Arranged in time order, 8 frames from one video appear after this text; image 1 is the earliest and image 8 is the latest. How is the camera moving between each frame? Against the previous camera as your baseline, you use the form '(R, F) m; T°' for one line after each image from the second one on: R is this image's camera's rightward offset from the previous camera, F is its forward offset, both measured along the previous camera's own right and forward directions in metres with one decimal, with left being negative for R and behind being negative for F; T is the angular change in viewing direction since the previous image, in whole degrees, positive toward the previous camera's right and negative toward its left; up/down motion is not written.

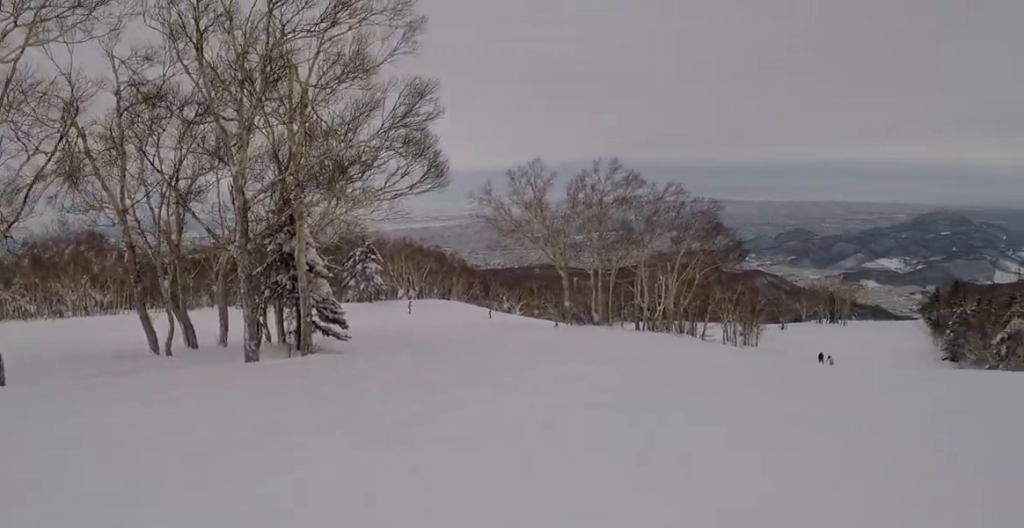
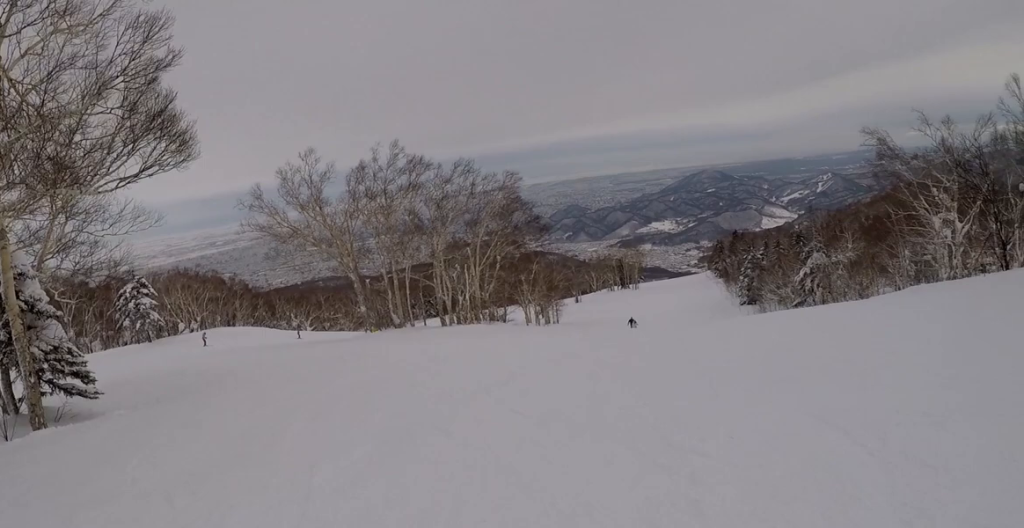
(+0.6, +4.0) m; +21°
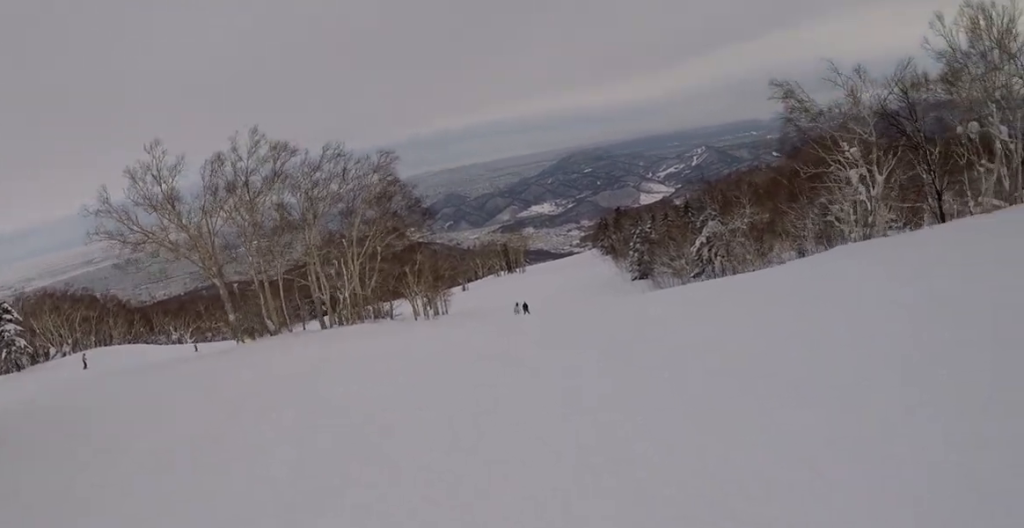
(+0.8, +3.6) m; +12°
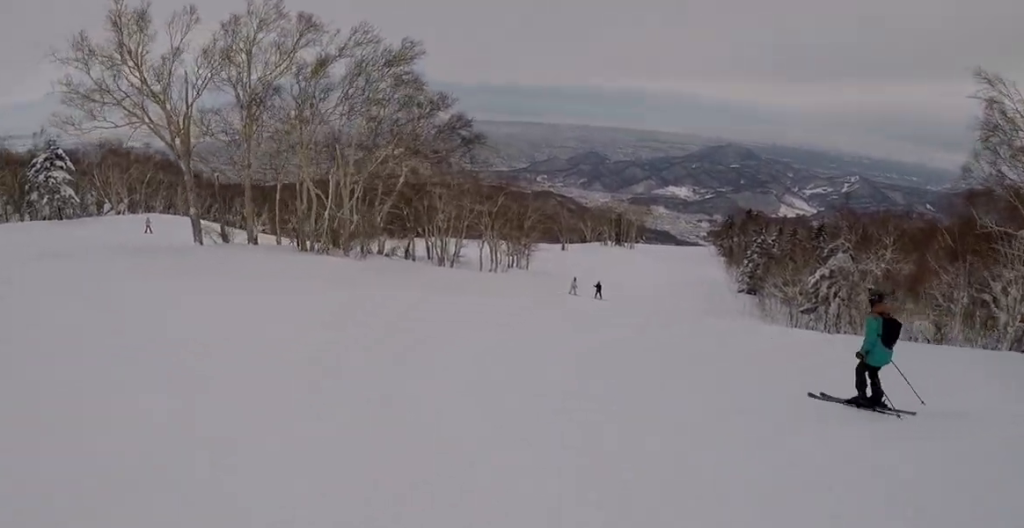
(+1.1, +10.5) m; -4°
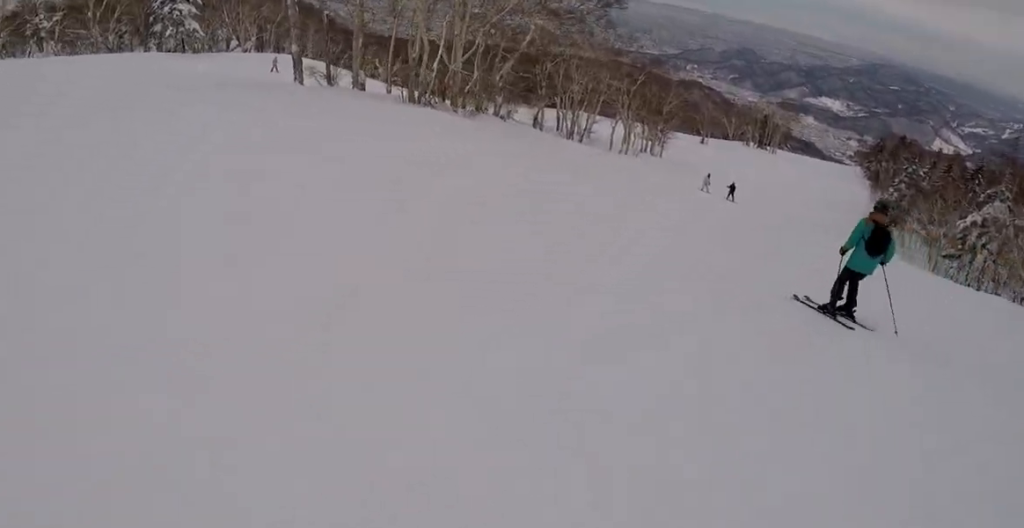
(+0.1, +2.4) m; -7°
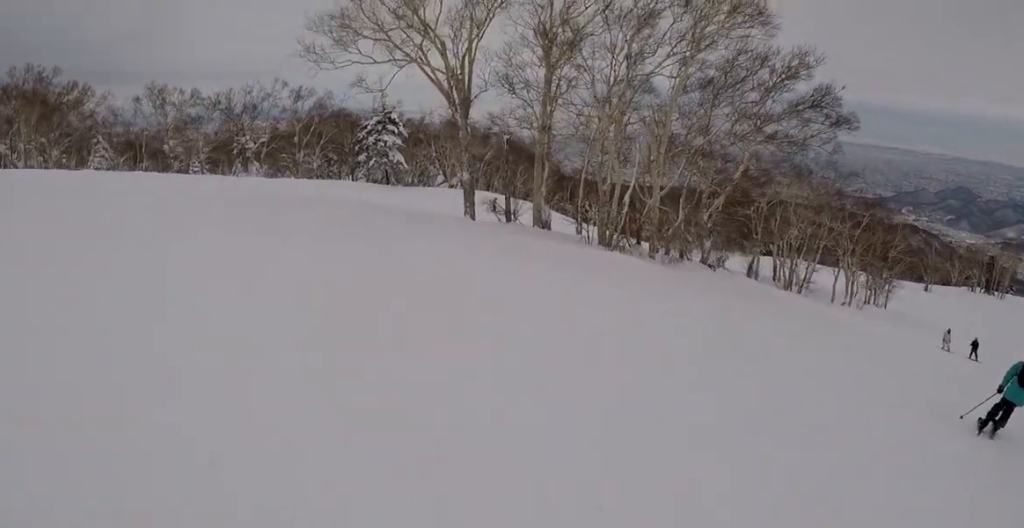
(-1.1, +4.8) m; -15°
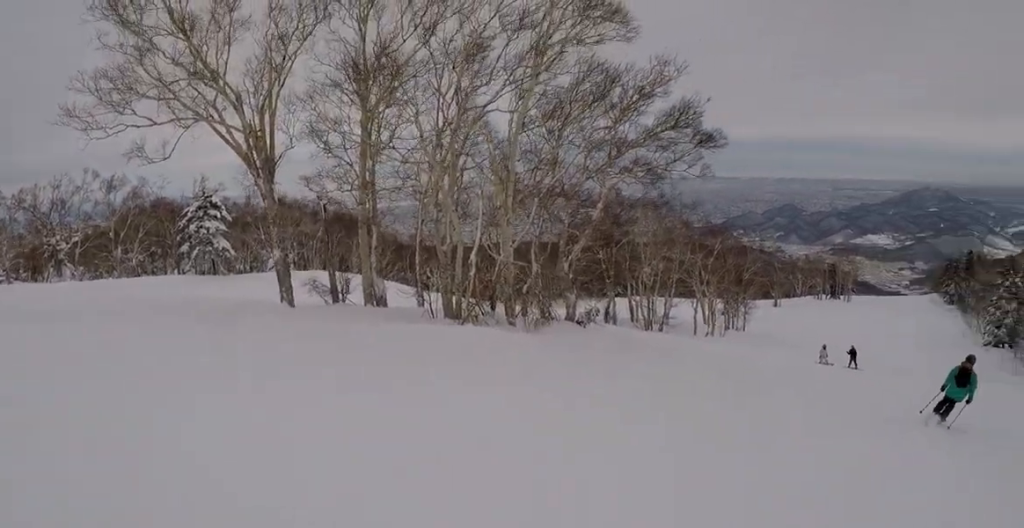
(-0.1, +3.8) m; +6°
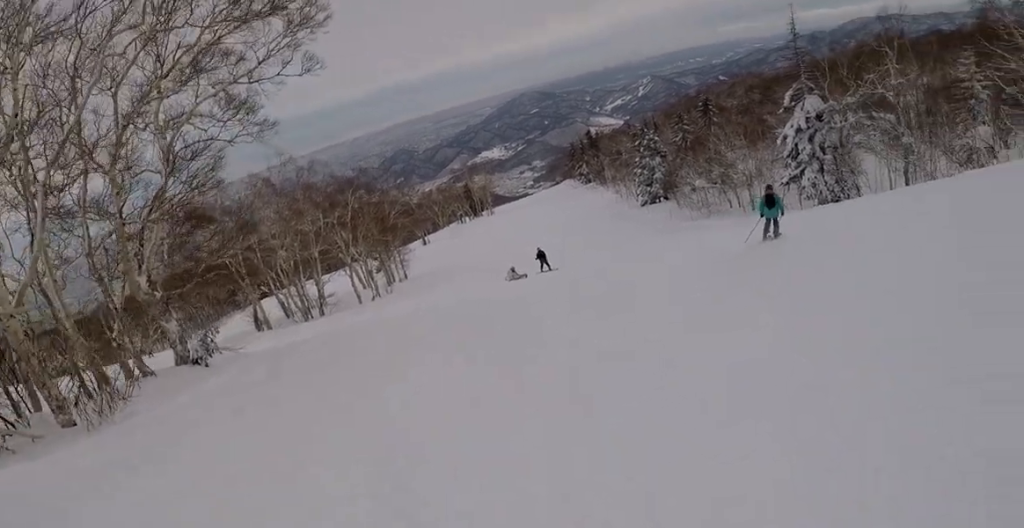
(+0.9, +7.1) m; +27°
